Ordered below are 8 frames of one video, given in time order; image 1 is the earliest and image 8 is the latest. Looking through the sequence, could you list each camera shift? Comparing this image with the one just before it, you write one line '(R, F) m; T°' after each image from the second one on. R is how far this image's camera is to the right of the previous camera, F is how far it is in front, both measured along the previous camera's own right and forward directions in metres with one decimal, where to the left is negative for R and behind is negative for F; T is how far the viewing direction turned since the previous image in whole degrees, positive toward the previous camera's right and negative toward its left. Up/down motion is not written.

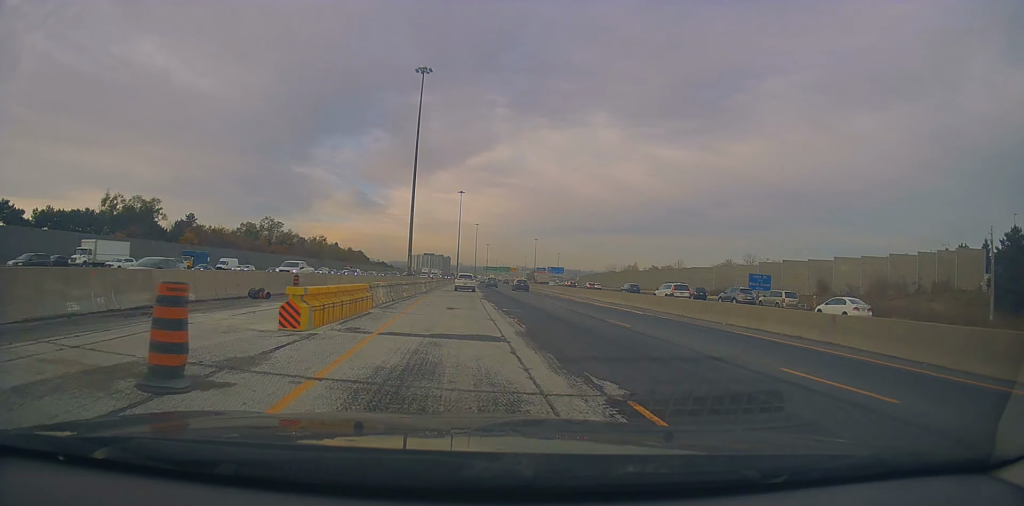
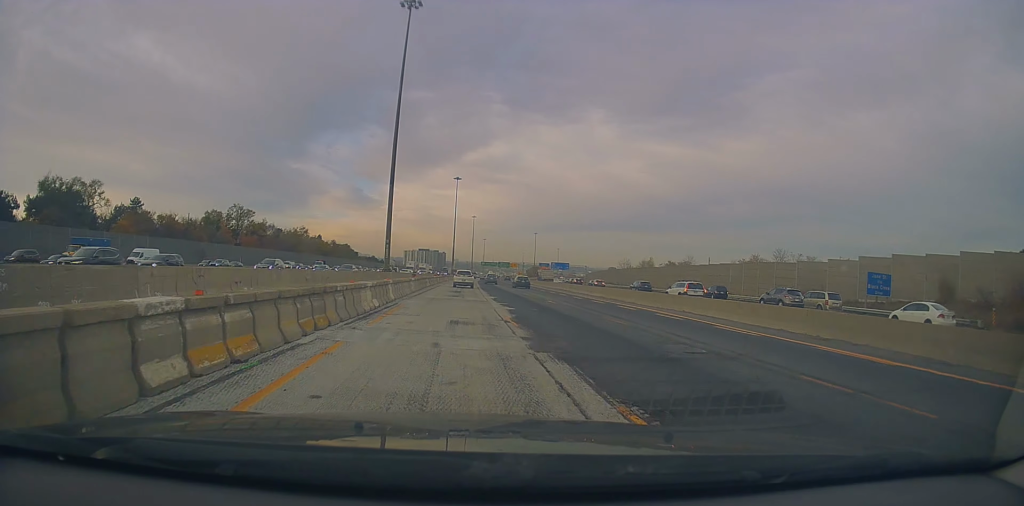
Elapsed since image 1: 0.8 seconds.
(+0.3, +24.2) m; 0°
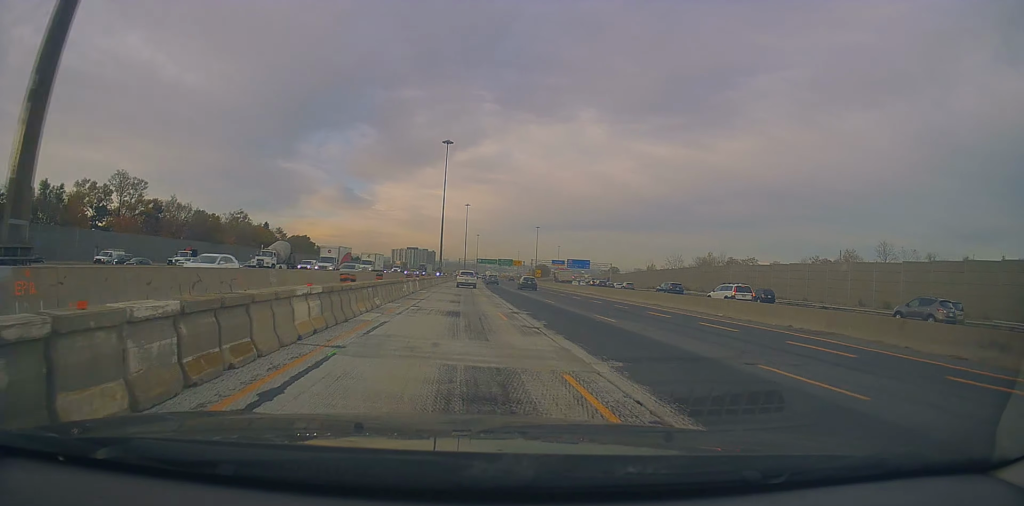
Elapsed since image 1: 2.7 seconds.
(+0.2, +57.9) m; +2°
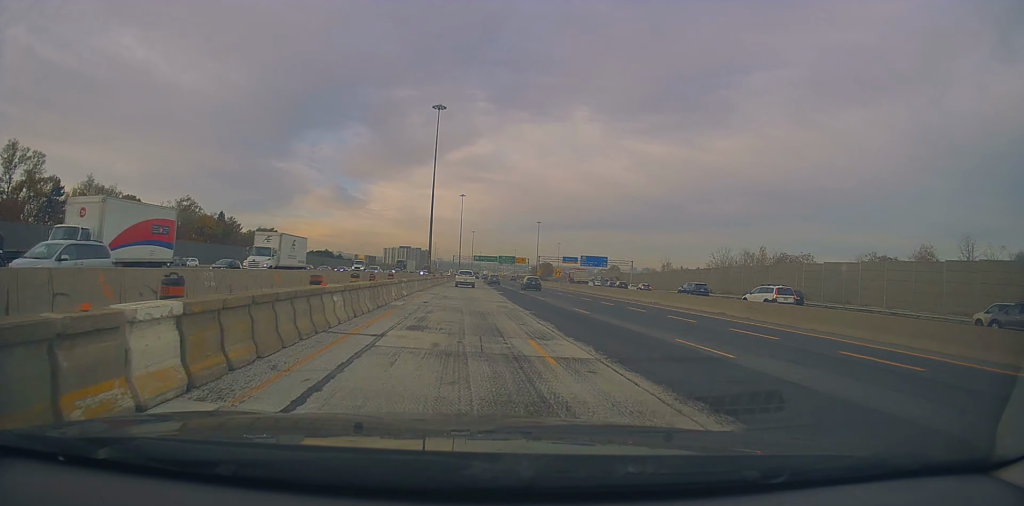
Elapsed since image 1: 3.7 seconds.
(0.0, +31.9) m; 0°
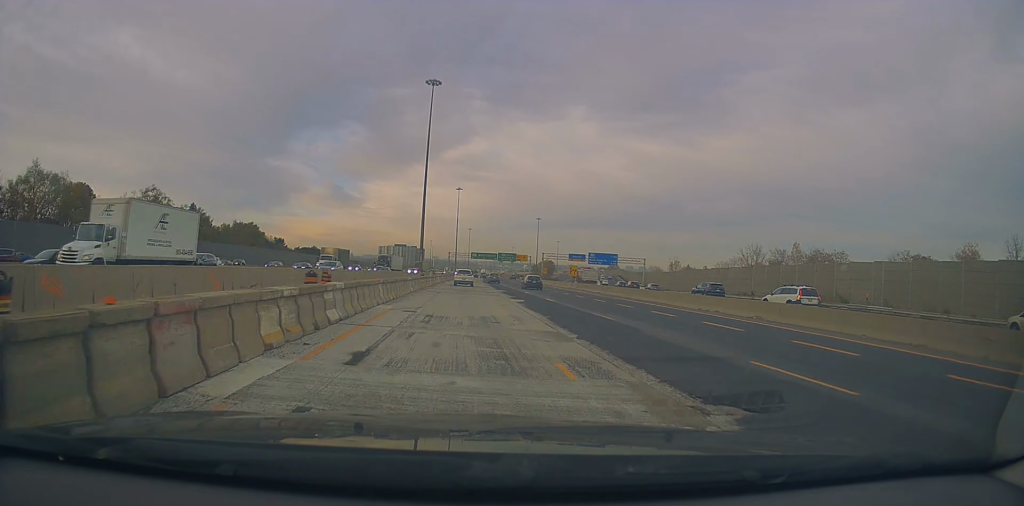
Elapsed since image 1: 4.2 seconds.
(0.0, +15.8) m; 0°
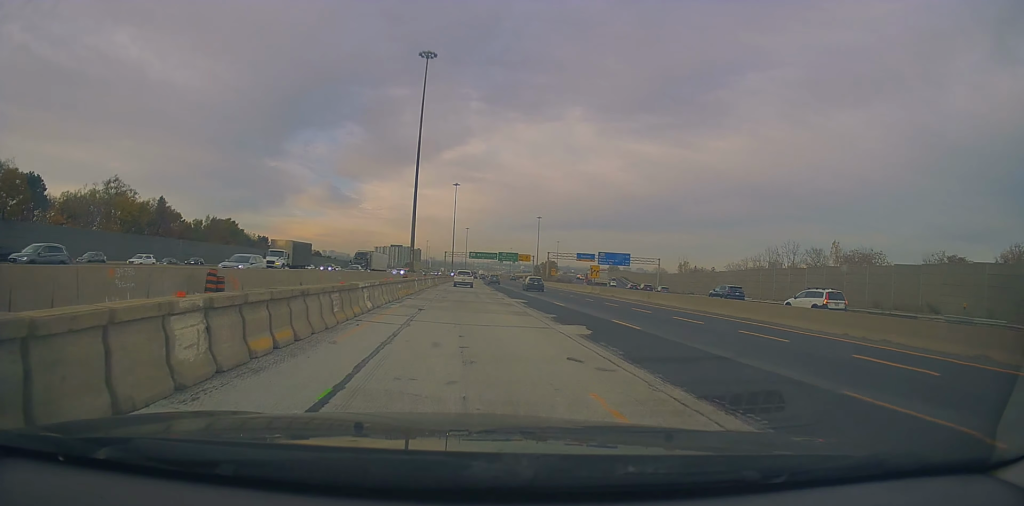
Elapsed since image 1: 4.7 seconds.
(0.0, +13.5) m; 0°
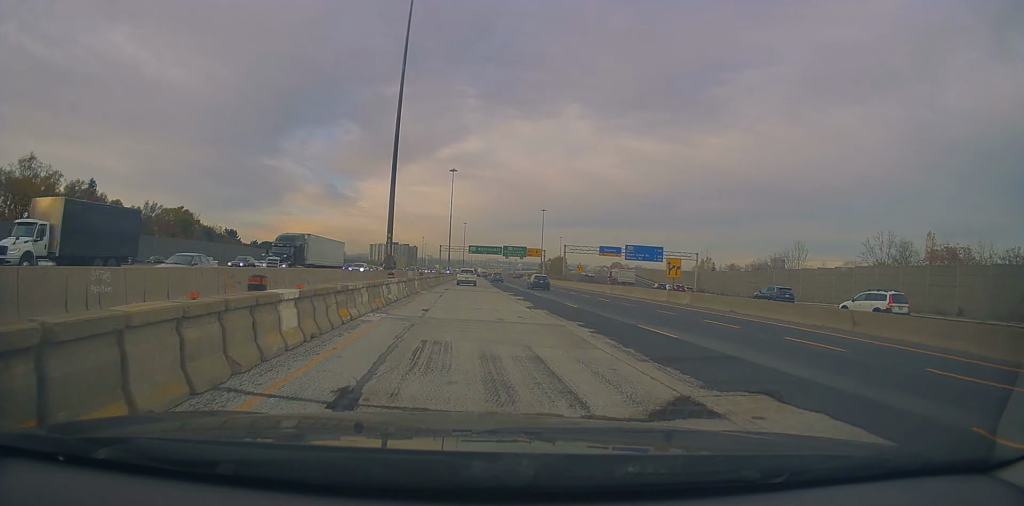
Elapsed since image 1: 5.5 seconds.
(0.0, +26.5) m; +1°
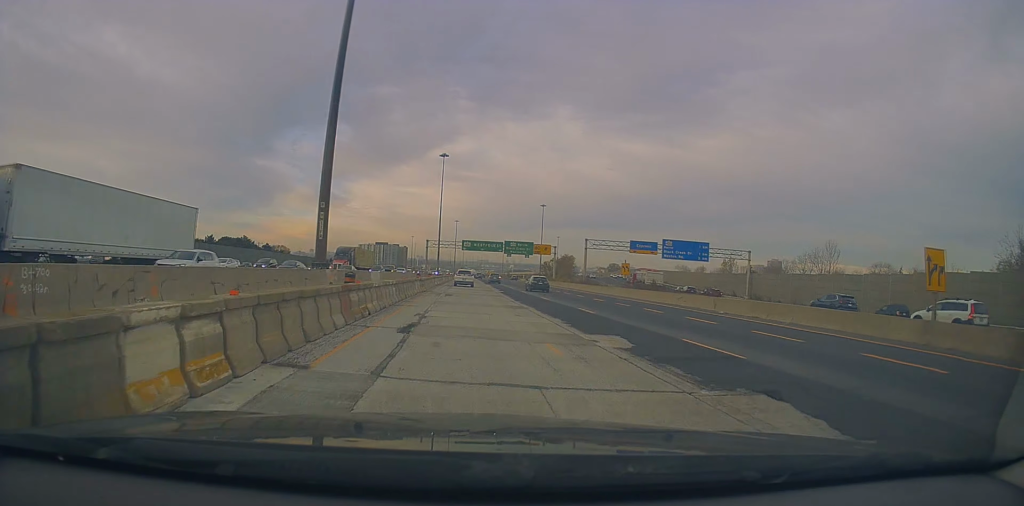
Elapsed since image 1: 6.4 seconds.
(+0.4, +27.3) m; 0°
